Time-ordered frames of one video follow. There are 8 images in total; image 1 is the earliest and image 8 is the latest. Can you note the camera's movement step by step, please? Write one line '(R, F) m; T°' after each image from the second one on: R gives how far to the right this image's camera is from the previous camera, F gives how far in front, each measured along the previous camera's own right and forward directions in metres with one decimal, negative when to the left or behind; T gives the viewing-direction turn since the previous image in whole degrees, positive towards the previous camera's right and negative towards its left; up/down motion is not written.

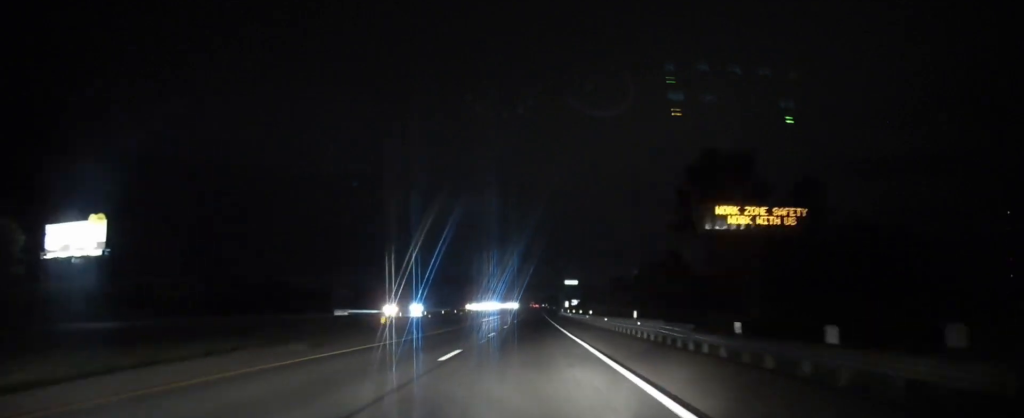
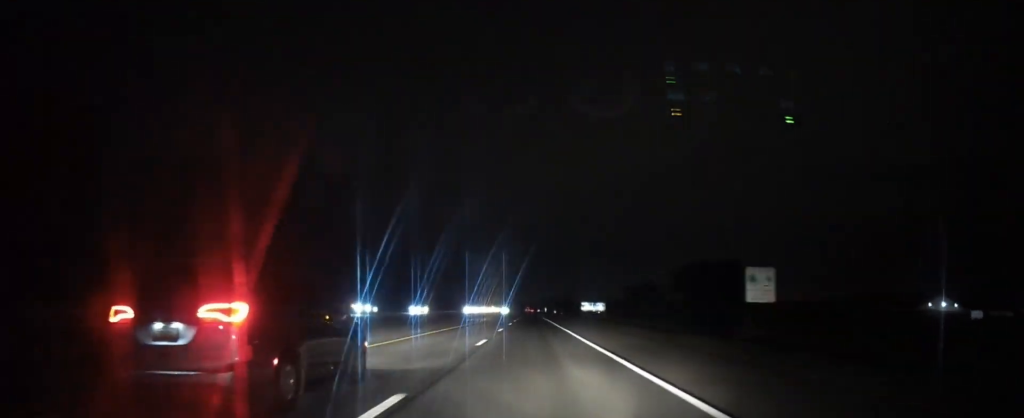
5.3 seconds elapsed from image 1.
(+0.2, +142.1) m; 0°
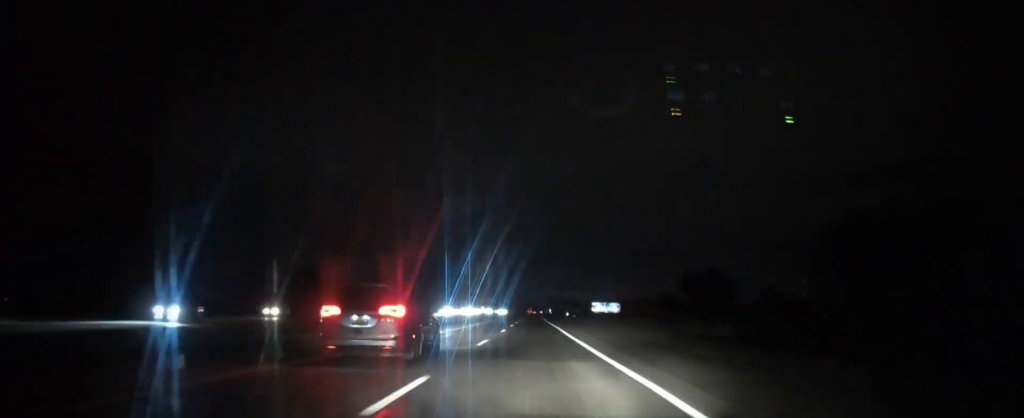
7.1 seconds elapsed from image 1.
(+0.1, +53.5) m; 0°
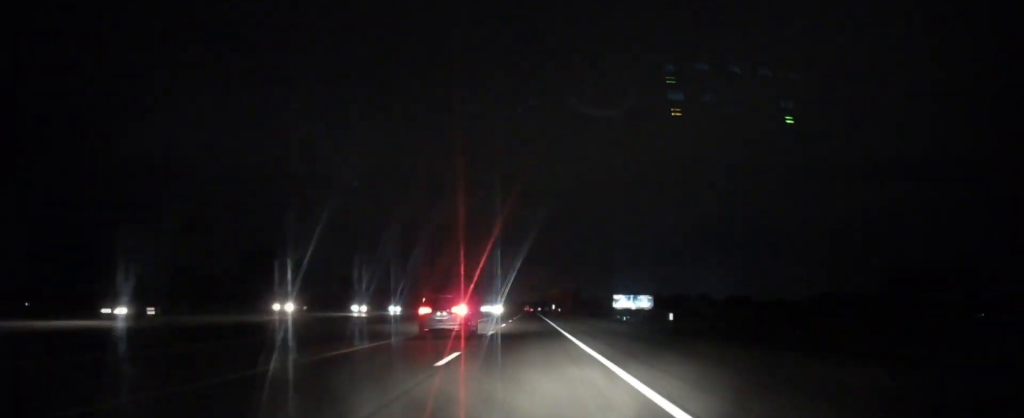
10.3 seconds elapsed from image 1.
(0.0, +92.0) m; 0°
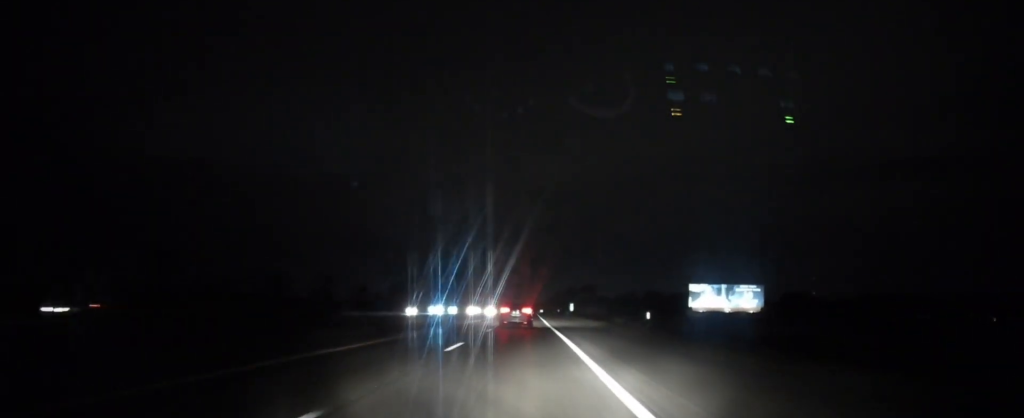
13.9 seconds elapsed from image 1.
(0.0, +111.2) m; 0°
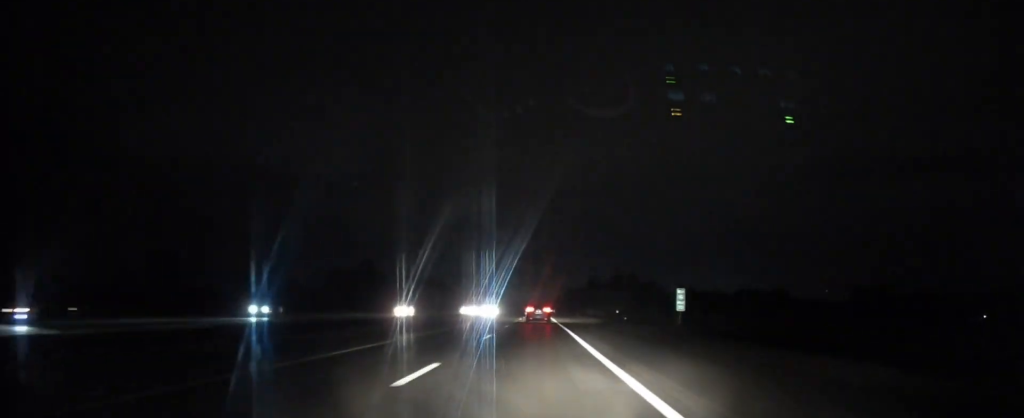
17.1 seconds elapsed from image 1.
(+0.1, +96.5) m; 0°
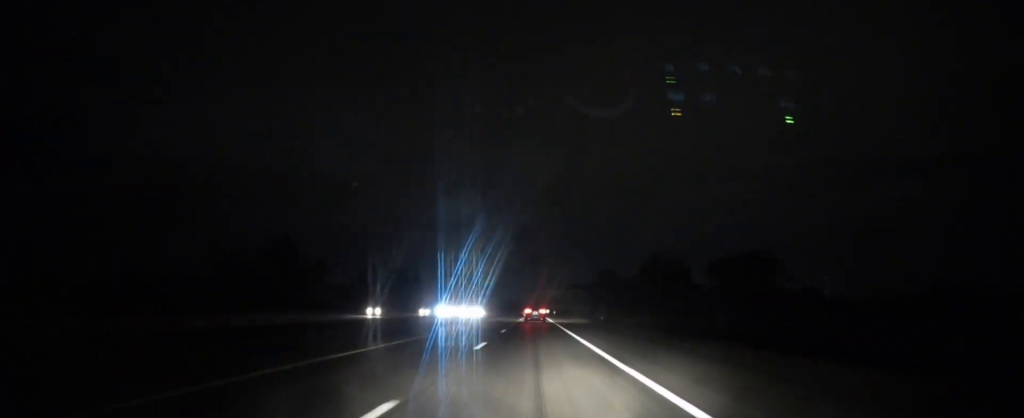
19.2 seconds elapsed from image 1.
(+0.1, +64.5) m; 0°
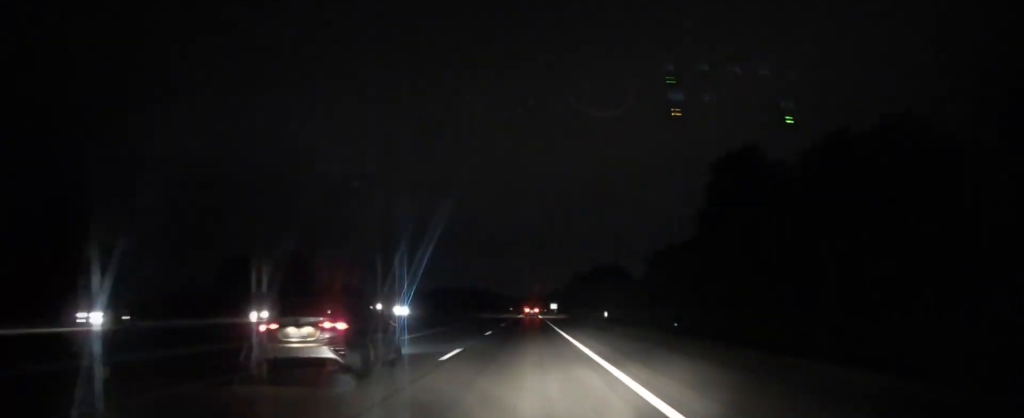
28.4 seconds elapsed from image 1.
(-0.5, +288.1) m; 0°
